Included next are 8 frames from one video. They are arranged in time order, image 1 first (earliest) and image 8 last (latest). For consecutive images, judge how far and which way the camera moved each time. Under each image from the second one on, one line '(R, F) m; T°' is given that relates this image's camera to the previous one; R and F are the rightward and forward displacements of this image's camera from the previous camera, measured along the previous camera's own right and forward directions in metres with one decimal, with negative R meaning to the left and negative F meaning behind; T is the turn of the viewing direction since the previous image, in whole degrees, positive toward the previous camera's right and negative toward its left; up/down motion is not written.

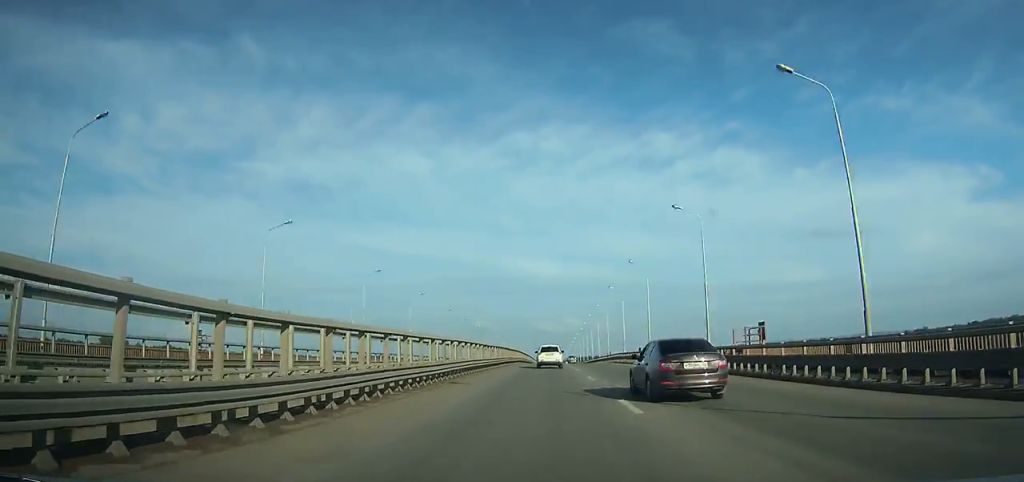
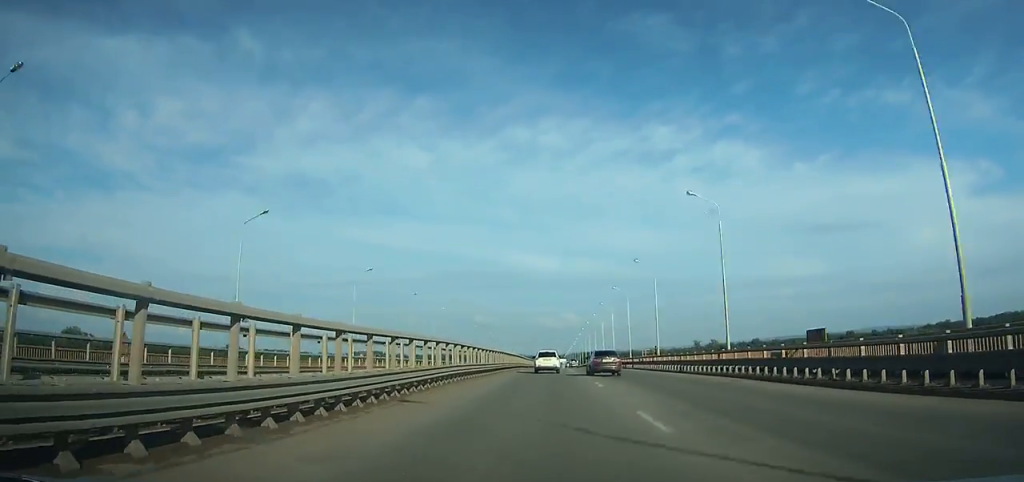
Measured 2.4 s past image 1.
(0.0, +49.6) m; 0°
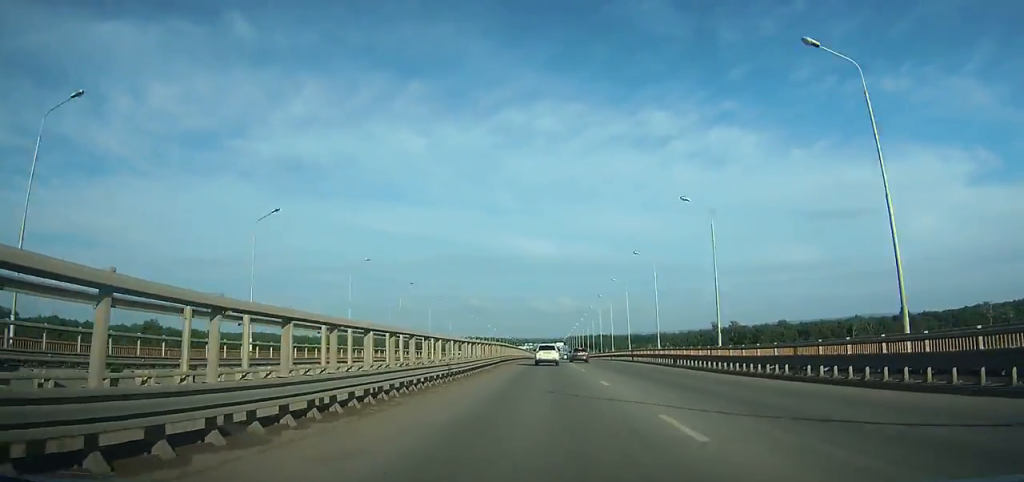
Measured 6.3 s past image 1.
(-0.2, +84.0) m; 0°
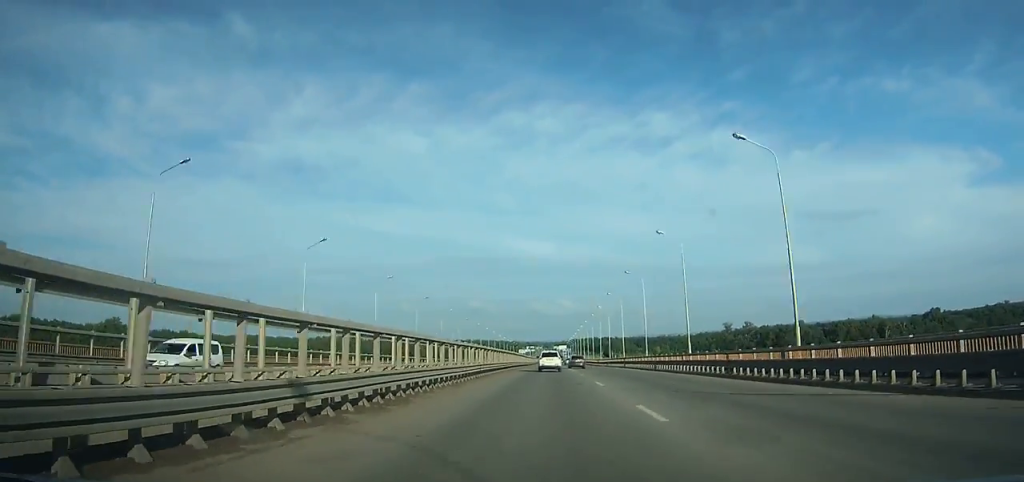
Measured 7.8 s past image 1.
(+0.2, +33.4) m; 0°
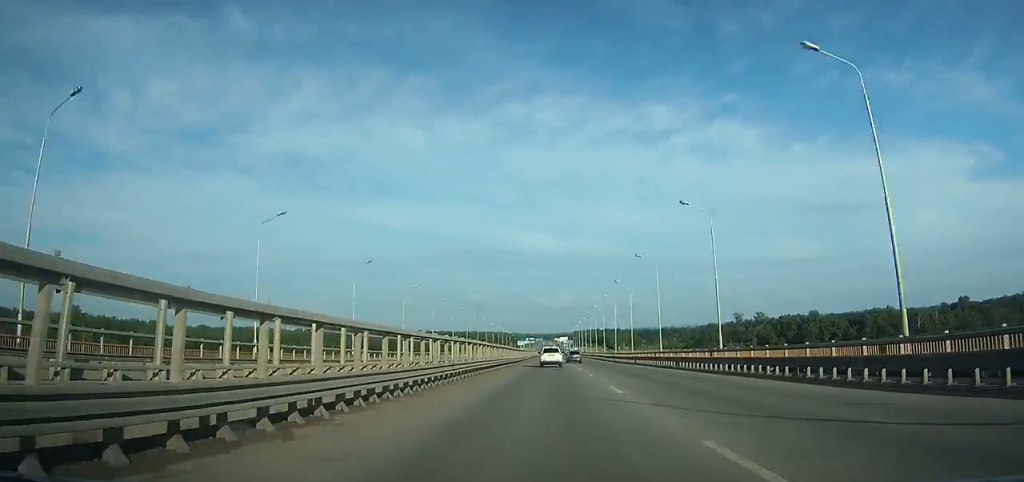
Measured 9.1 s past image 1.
(+0.1, +29.2) m; 0°
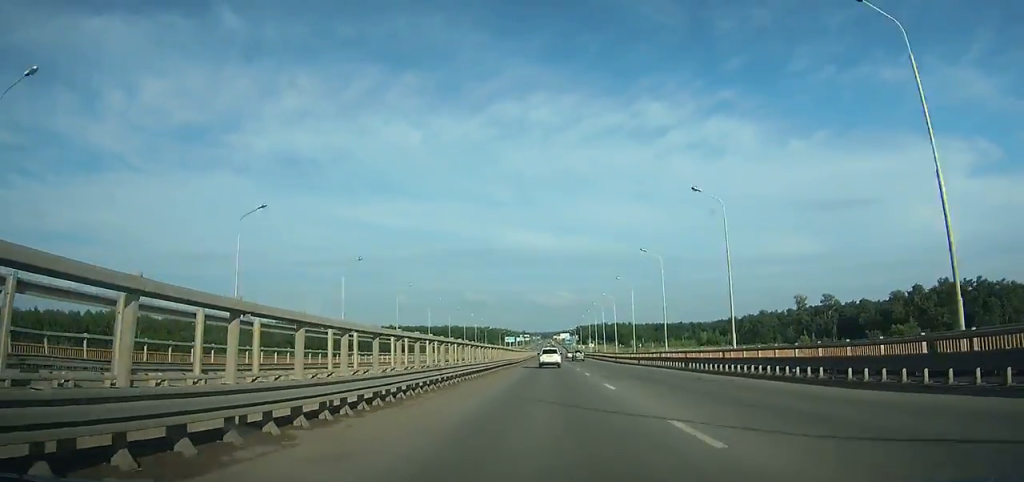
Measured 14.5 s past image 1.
(+0.4, +125.9) m; 0°
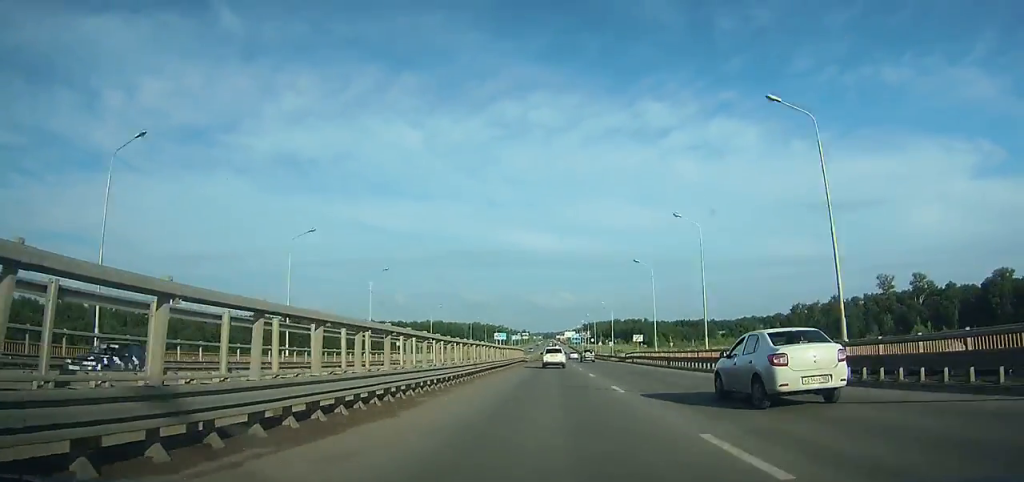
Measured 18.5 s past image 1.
(-0.4, +95.0) m; 0°
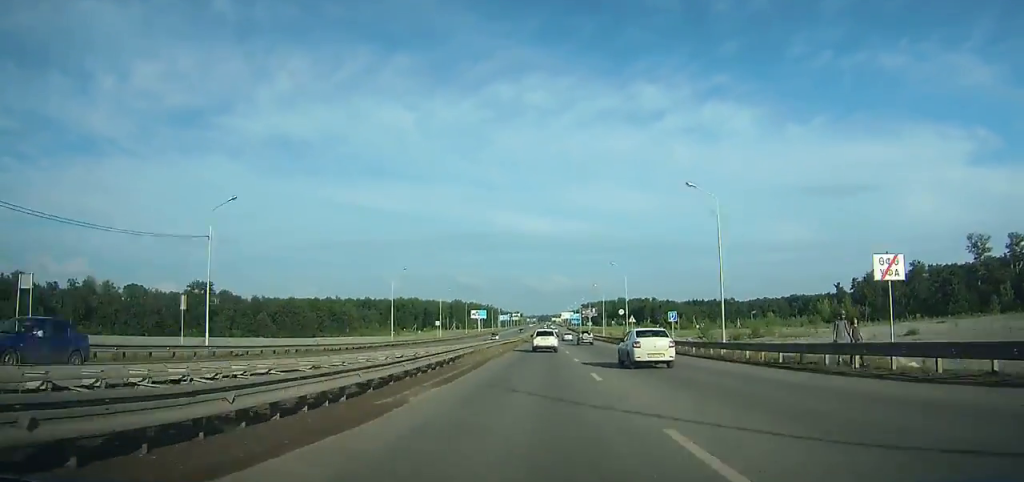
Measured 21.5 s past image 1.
(+0.1, +70.7) m; 0°
